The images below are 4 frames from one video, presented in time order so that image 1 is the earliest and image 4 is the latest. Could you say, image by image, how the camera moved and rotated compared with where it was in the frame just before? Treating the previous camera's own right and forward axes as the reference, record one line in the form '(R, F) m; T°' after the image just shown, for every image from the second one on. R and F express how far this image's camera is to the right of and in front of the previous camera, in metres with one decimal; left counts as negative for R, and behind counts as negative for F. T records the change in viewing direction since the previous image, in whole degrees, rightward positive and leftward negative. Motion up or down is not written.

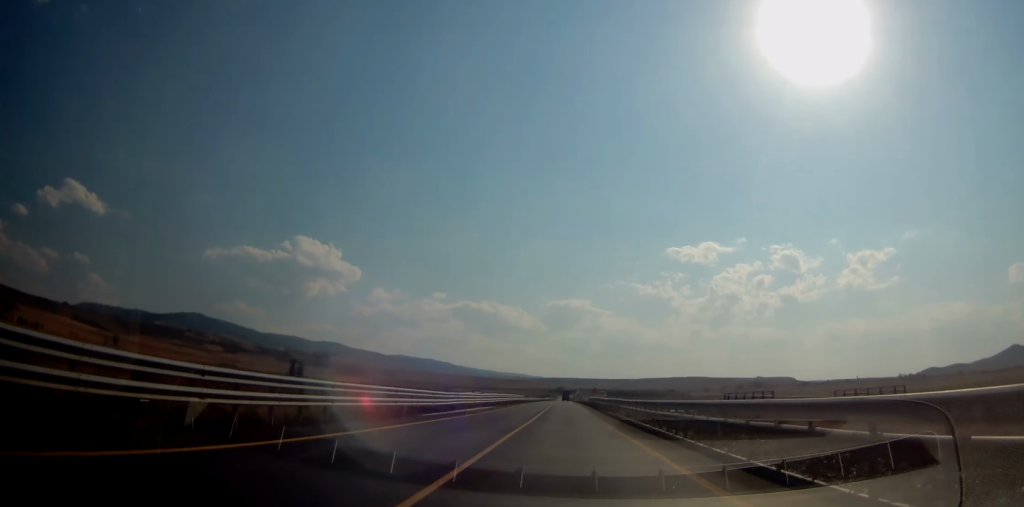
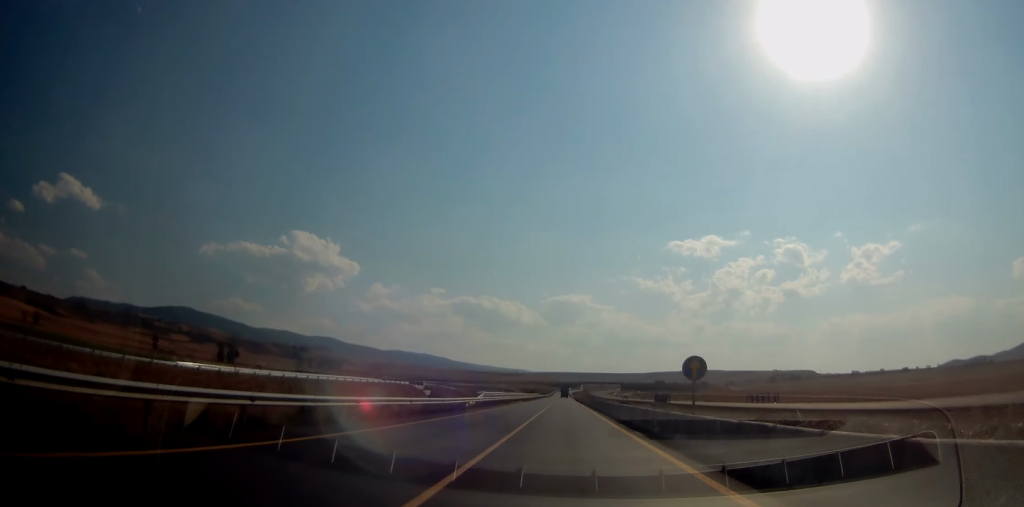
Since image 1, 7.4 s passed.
(-0.2, +197.8) m; 0°
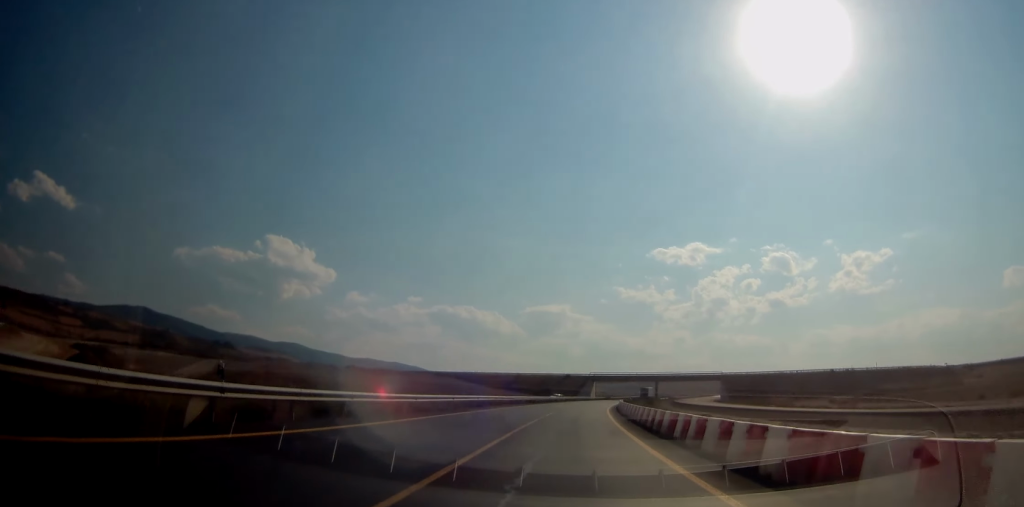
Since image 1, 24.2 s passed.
(+6.9, +423.2) m; +7°
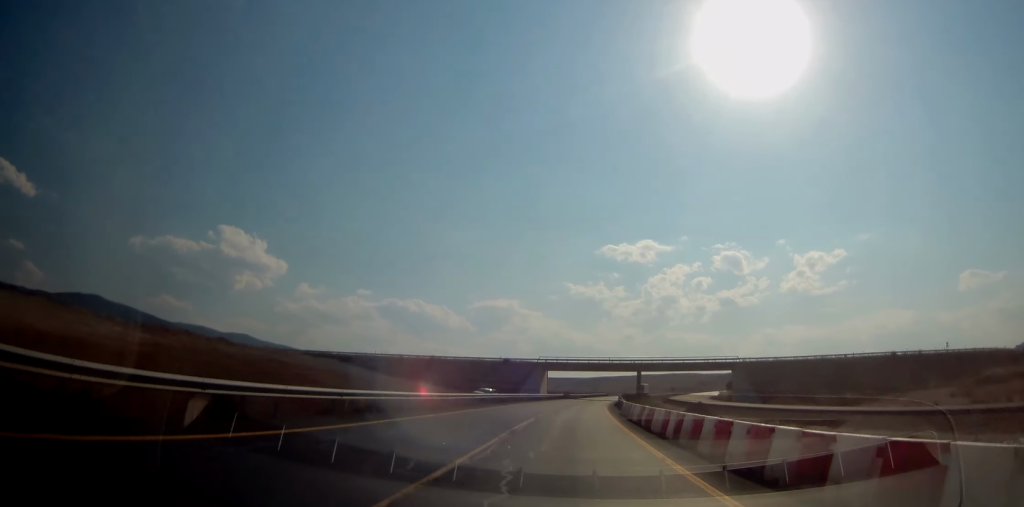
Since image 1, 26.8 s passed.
(+1.6, +65.5) m; +3°
